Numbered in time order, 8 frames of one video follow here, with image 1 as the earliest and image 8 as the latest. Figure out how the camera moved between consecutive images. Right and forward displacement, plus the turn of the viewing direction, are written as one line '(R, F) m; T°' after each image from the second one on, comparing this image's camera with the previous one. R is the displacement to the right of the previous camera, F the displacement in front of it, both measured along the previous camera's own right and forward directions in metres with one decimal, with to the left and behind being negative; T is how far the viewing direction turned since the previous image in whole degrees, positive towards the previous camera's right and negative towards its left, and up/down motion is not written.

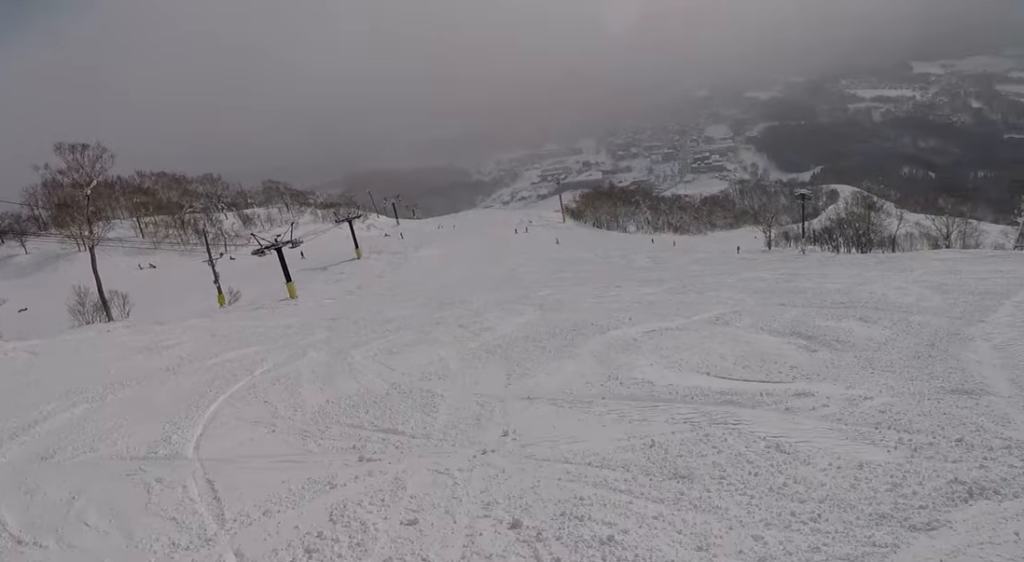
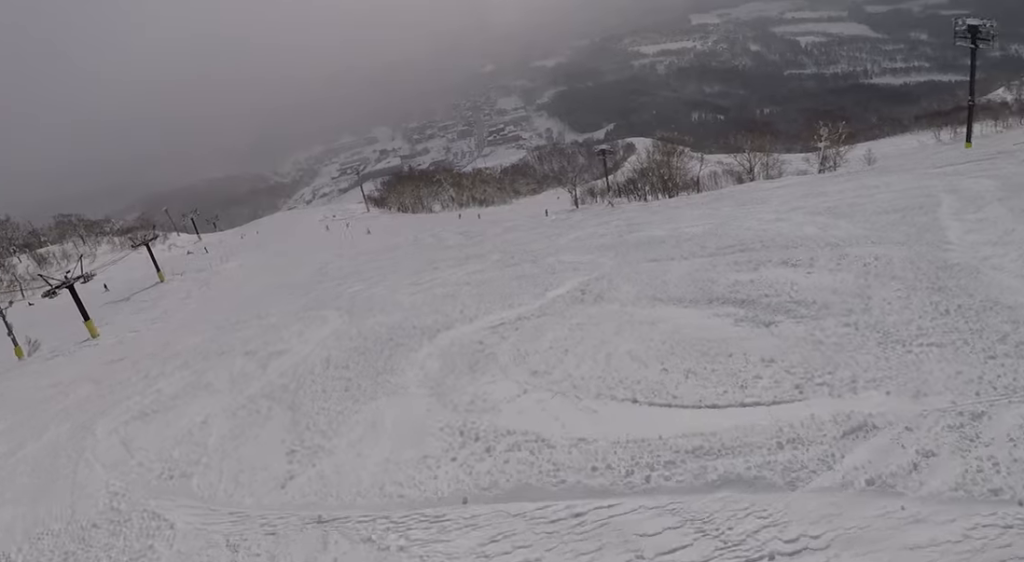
(+0.4, +3.1) m; +3°
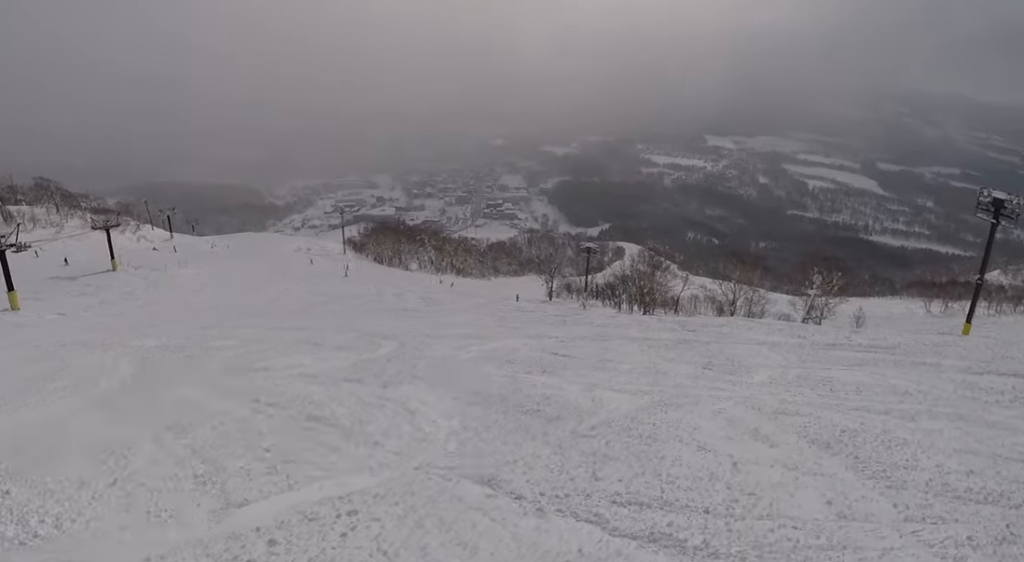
(-0.4, +5.4) m; -10°
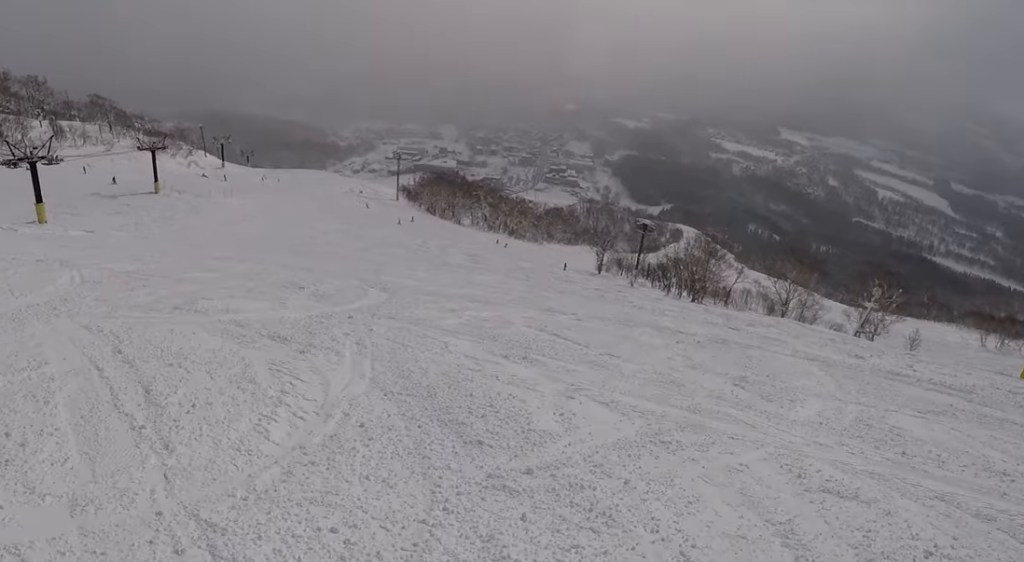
(0.0, +2.8) m; -7°
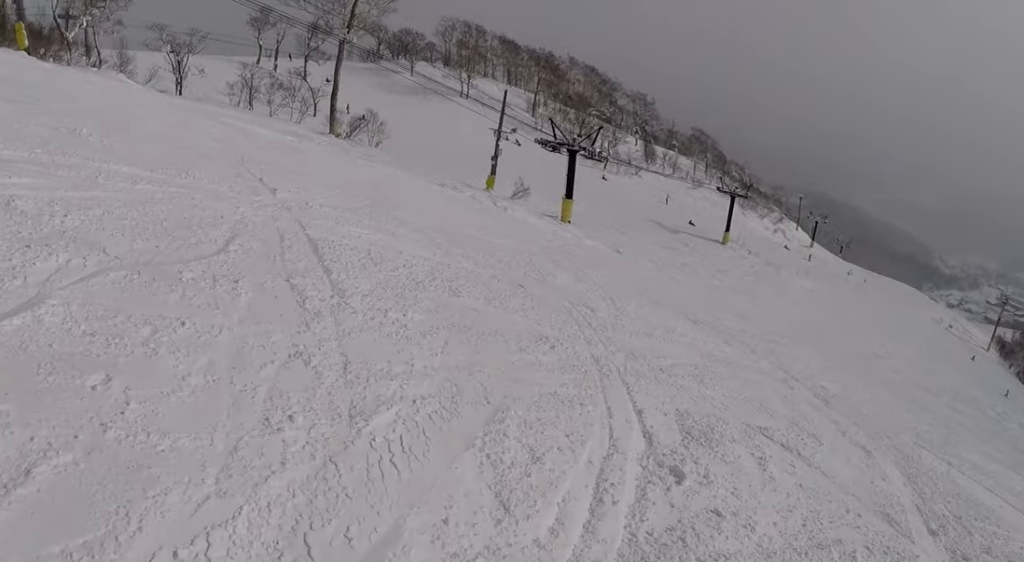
(-3.7, +10.8) m; -35°
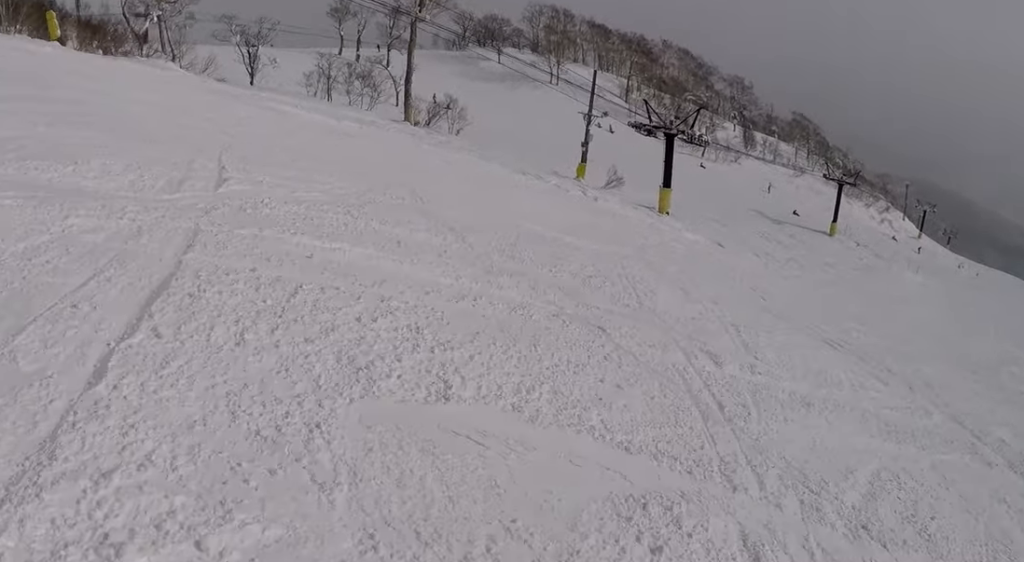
(-0.5, +3.8) m; -6°
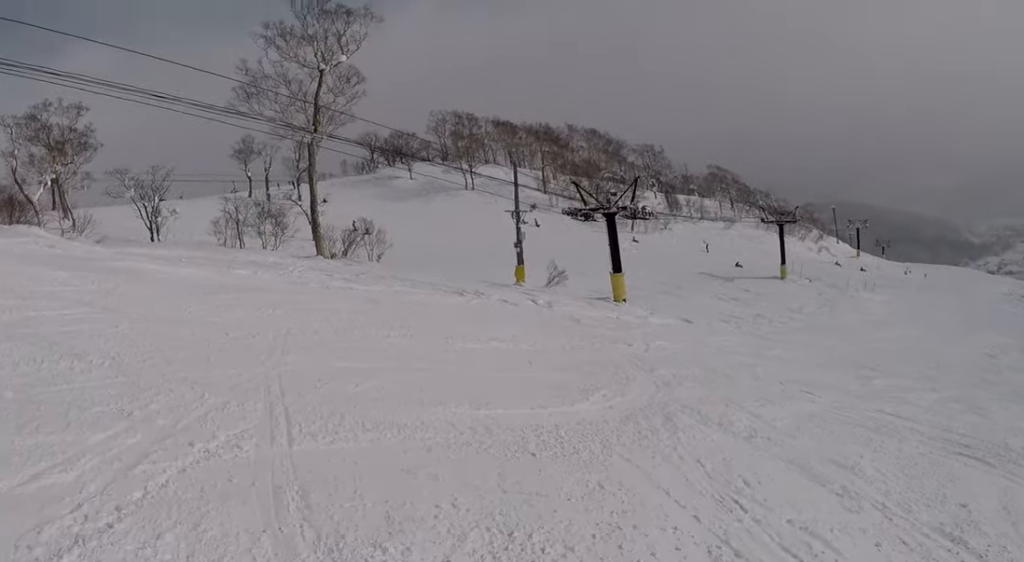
(-0.1, +6.3) m; +18°
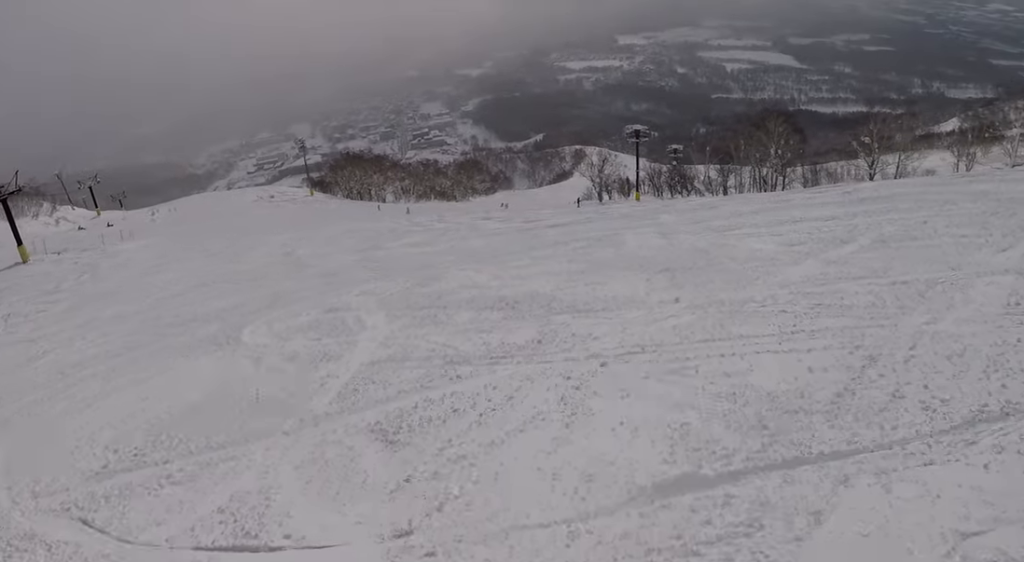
(+9.2, +11.8) m; +48°
